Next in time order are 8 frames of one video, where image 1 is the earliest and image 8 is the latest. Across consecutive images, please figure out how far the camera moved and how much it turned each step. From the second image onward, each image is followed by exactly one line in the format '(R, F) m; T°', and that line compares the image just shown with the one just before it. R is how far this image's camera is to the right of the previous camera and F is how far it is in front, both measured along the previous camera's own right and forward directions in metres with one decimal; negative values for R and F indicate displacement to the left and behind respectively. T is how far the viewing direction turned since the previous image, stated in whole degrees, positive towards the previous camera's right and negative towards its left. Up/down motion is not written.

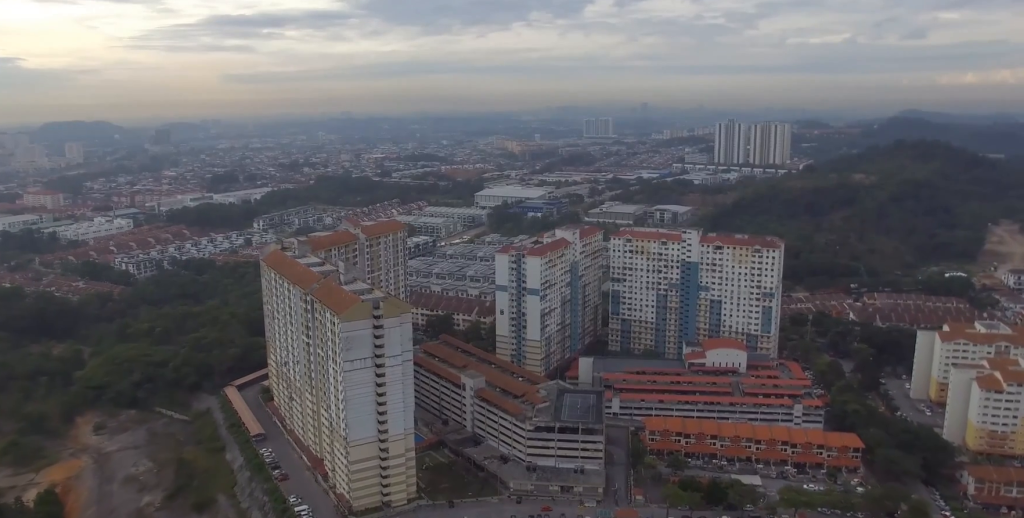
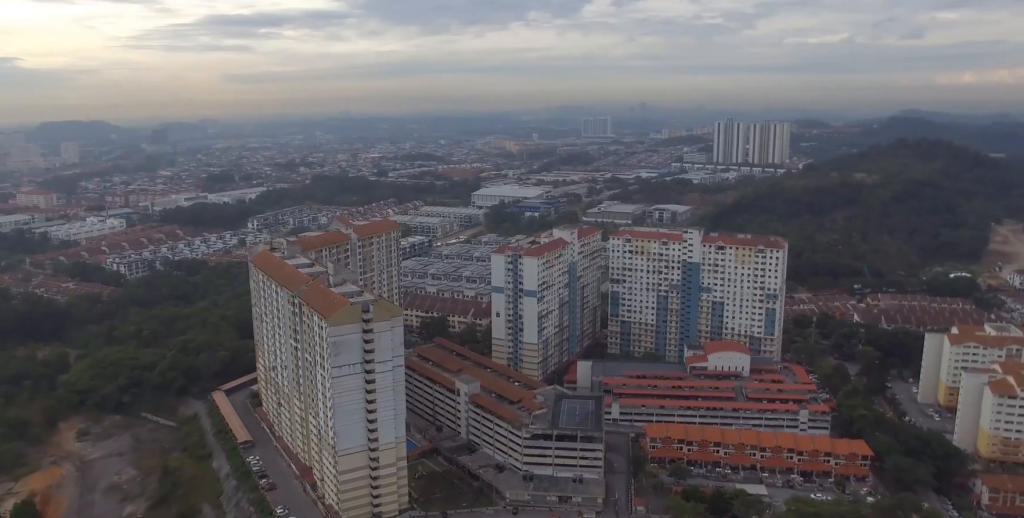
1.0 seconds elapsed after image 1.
(0.0, +10.0) m; 0°
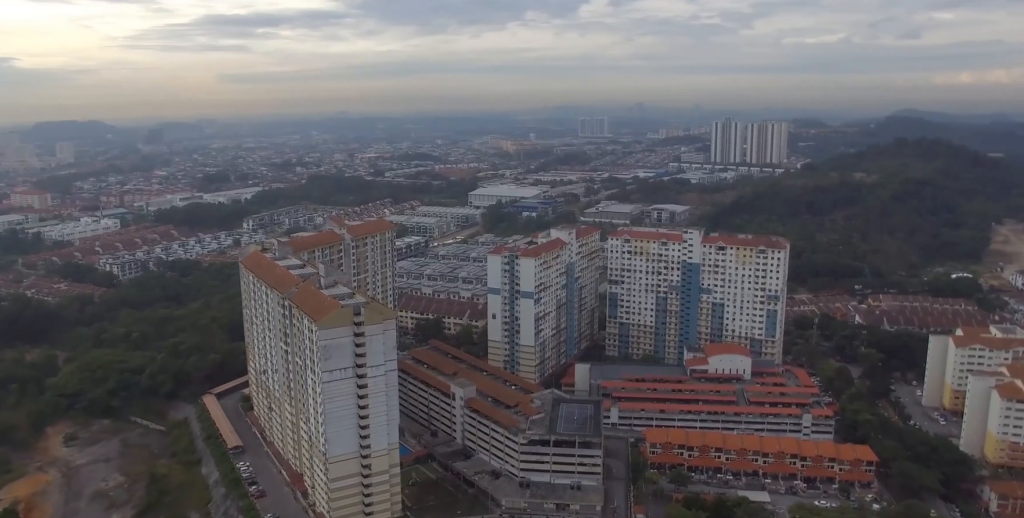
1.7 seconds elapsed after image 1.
(0.0, +6.8) m; 0°
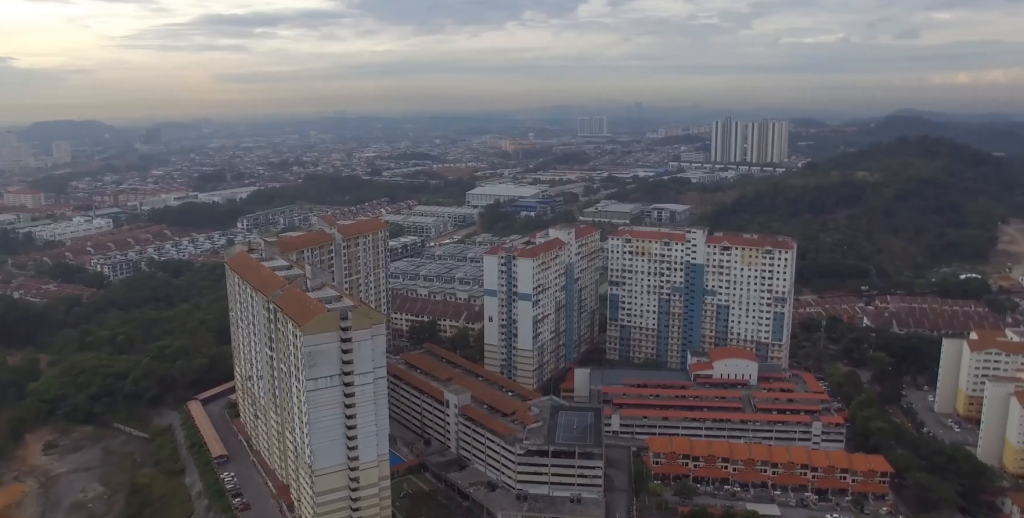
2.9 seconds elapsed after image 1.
(+0.1, +11.9) m; 0°
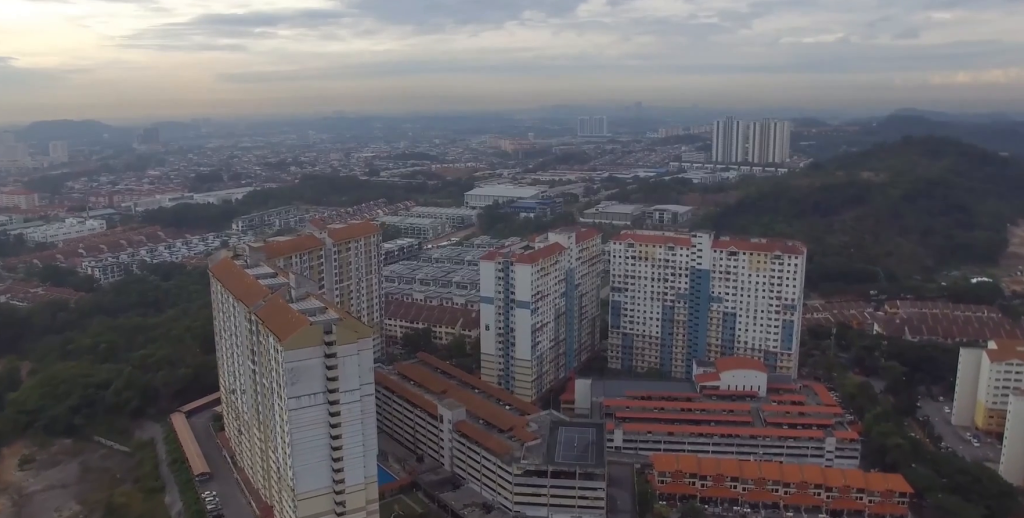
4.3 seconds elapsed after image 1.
(0.0, +14.3) m; 0°
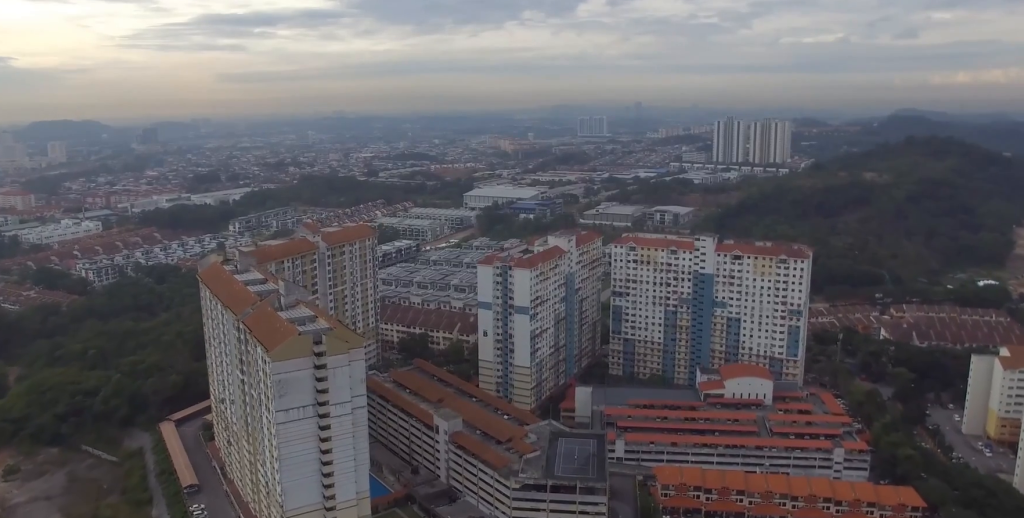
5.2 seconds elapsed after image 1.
(0.0, +8.4) m; 0°
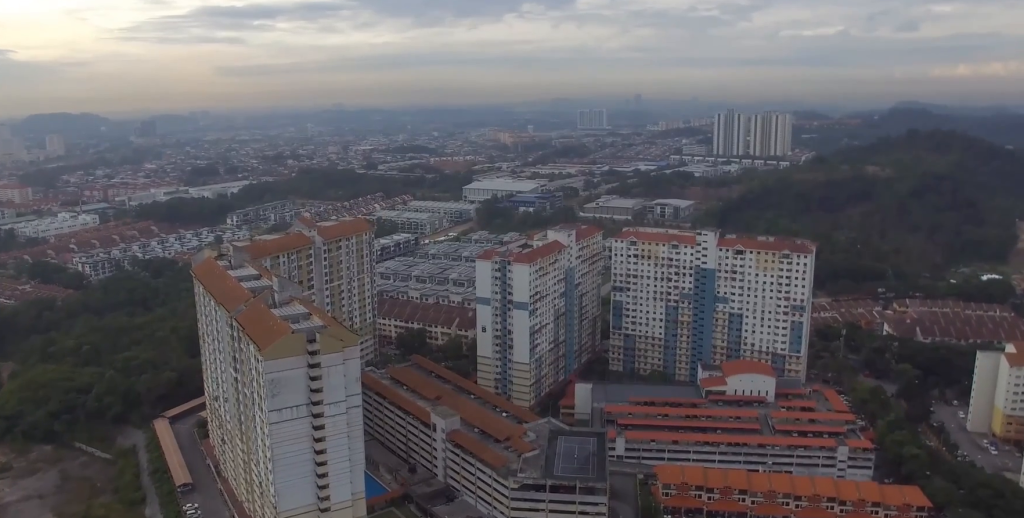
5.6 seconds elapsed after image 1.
(0.0, +4.4) m; 0°
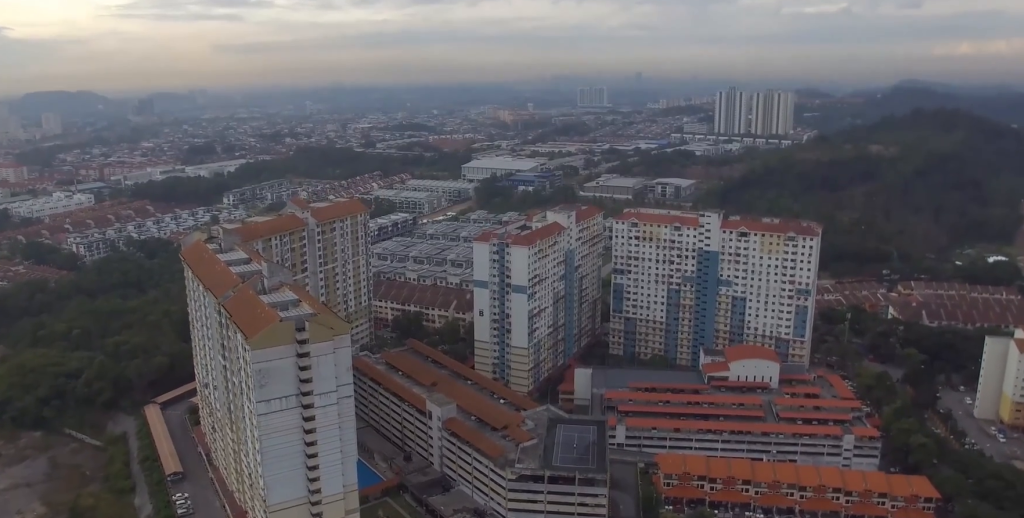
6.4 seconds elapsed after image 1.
(0.0, +7.6) m; 0°
